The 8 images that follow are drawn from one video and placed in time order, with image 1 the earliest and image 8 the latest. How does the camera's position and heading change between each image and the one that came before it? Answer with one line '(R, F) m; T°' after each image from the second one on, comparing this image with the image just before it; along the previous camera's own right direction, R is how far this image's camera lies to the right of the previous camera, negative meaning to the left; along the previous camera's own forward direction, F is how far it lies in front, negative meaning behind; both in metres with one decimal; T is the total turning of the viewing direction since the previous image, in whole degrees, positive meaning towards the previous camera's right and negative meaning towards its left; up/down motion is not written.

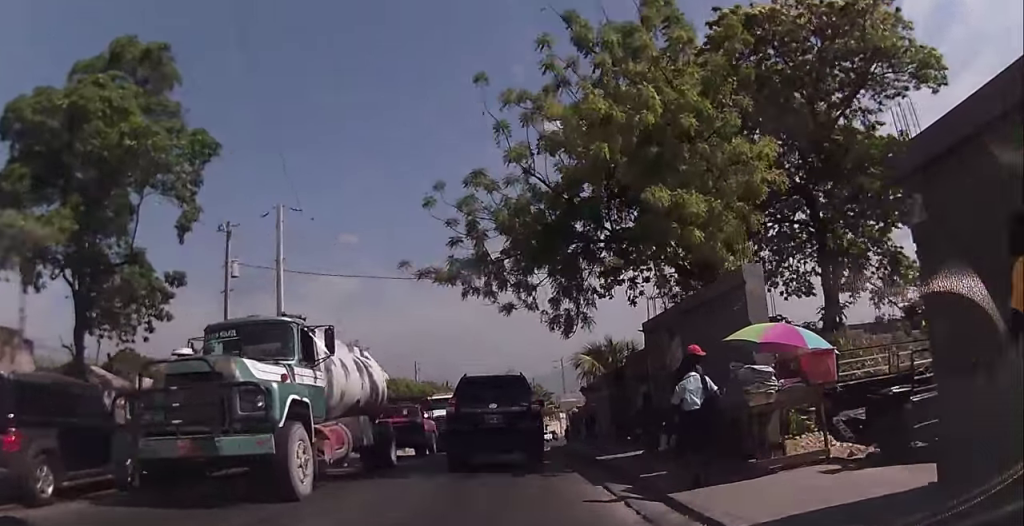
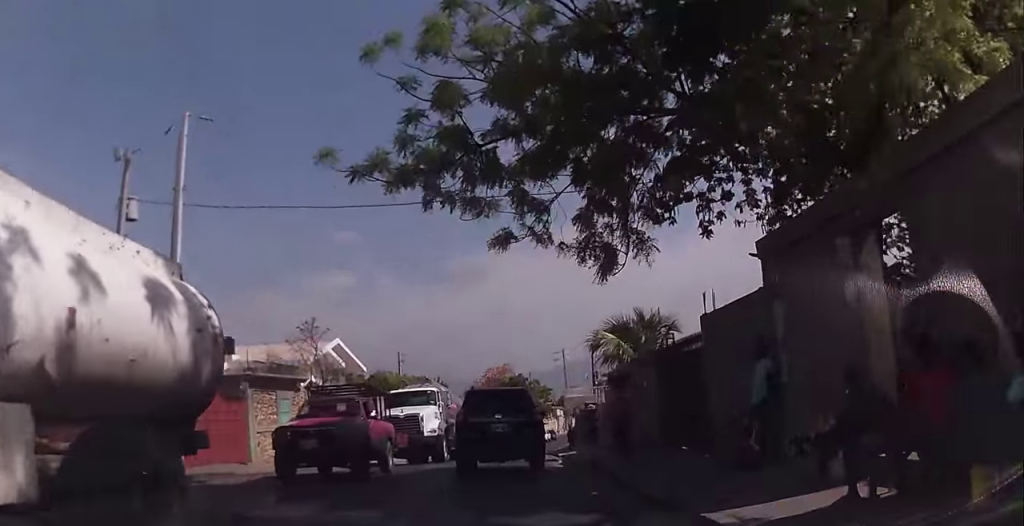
(0.0, +7.7) m; 0°
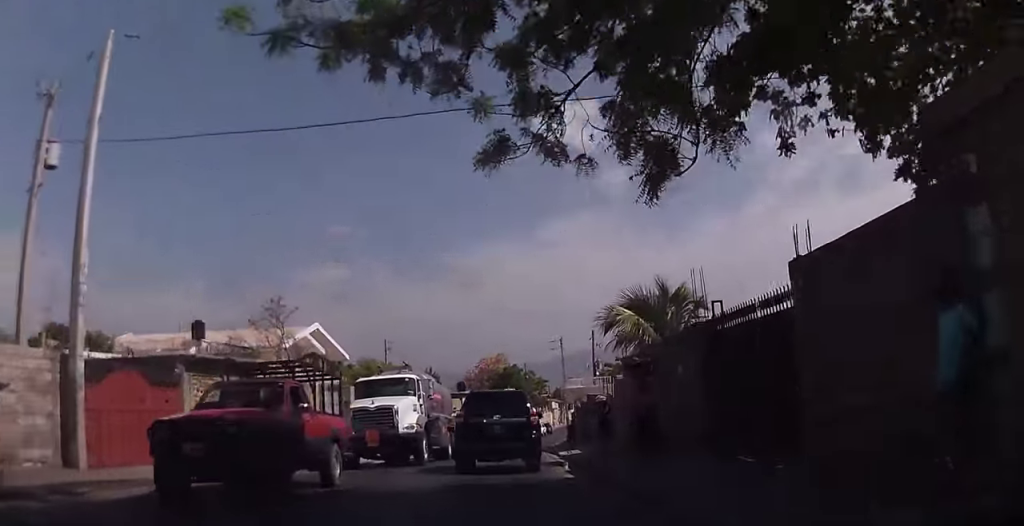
(0.0, +4.0) m; 0°
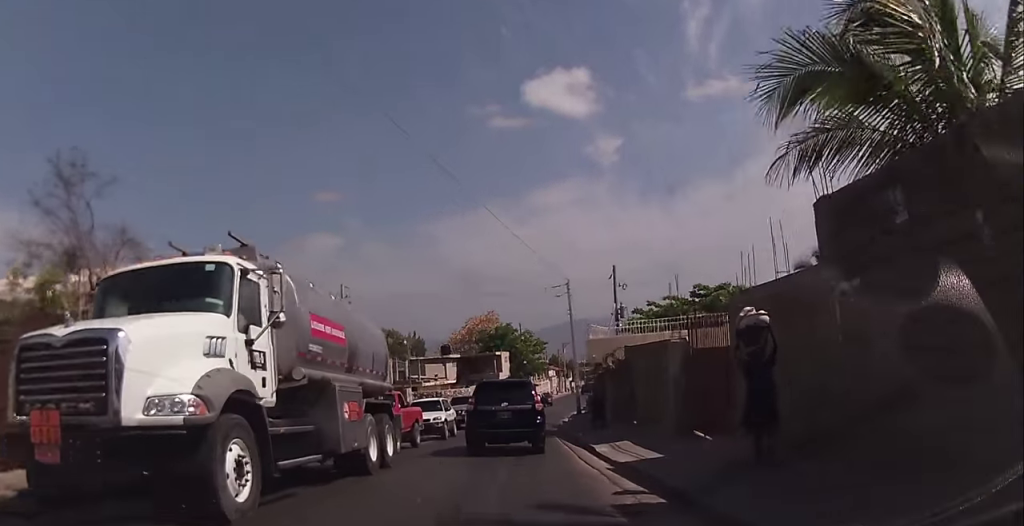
(0.0, +13.2) m; +2°
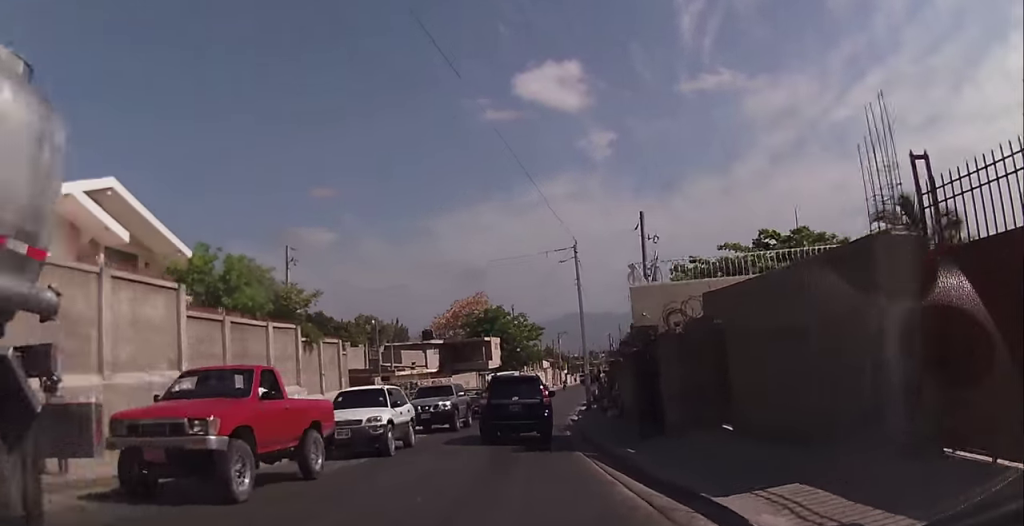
(+0.4, +10.4) m; +3°
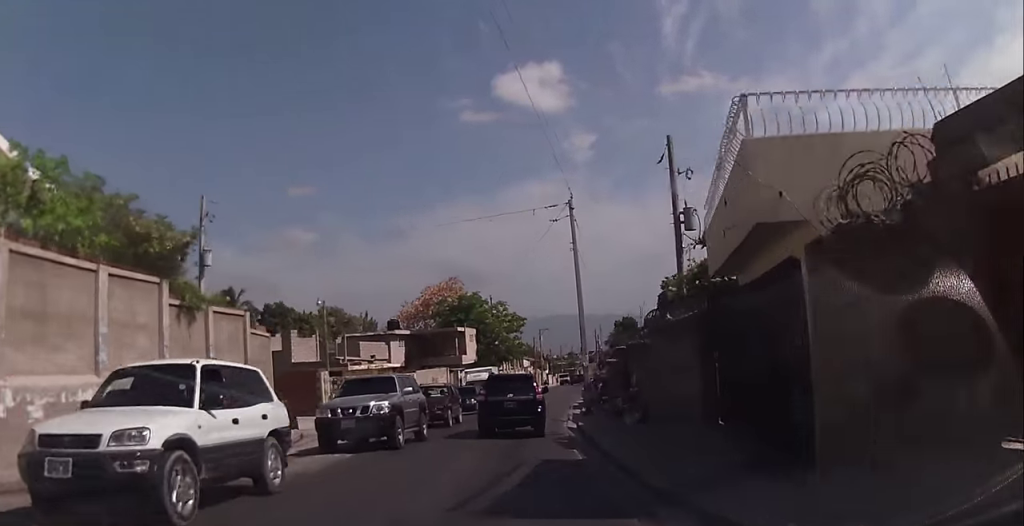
(+0.1, +8.6) m; +2°
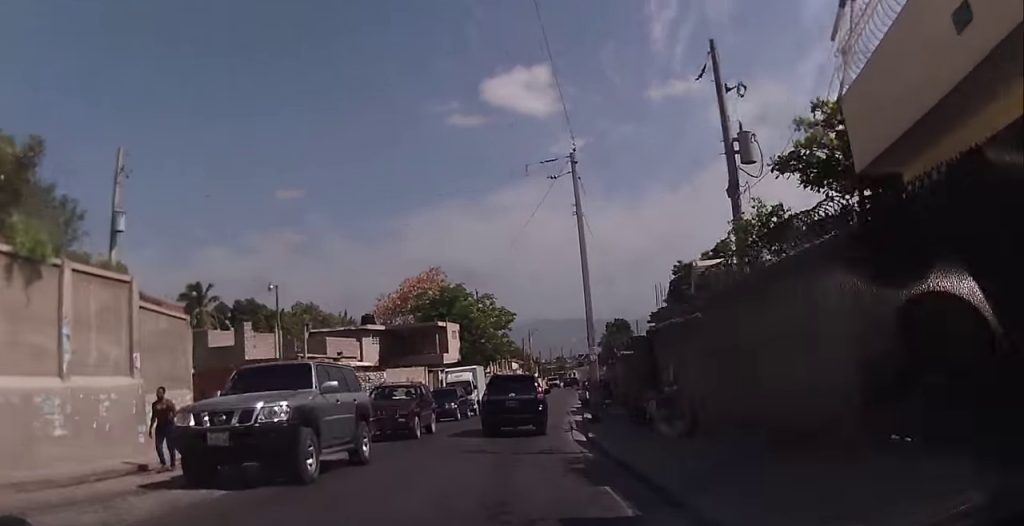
(0.0, +6.0) m; +1°
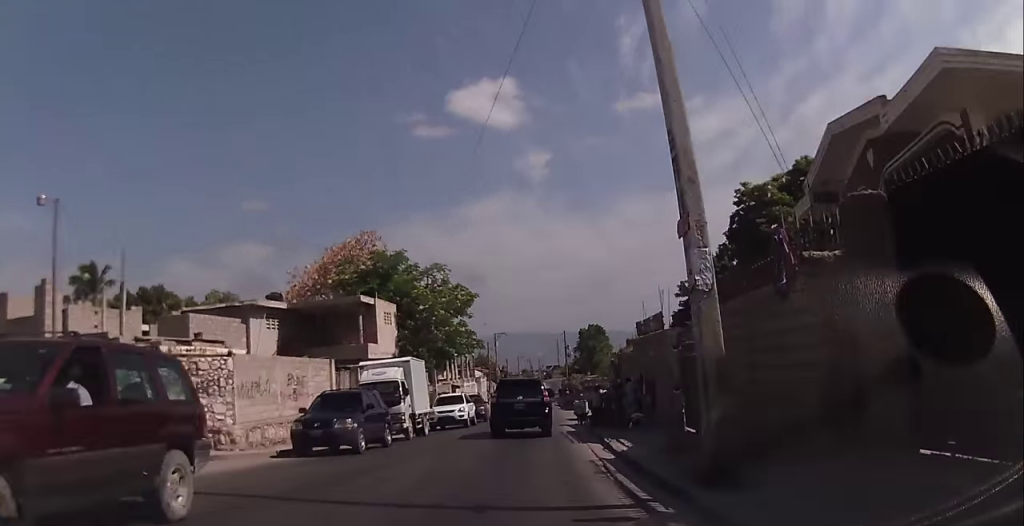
(+0.2, +15.2) m; +1°
